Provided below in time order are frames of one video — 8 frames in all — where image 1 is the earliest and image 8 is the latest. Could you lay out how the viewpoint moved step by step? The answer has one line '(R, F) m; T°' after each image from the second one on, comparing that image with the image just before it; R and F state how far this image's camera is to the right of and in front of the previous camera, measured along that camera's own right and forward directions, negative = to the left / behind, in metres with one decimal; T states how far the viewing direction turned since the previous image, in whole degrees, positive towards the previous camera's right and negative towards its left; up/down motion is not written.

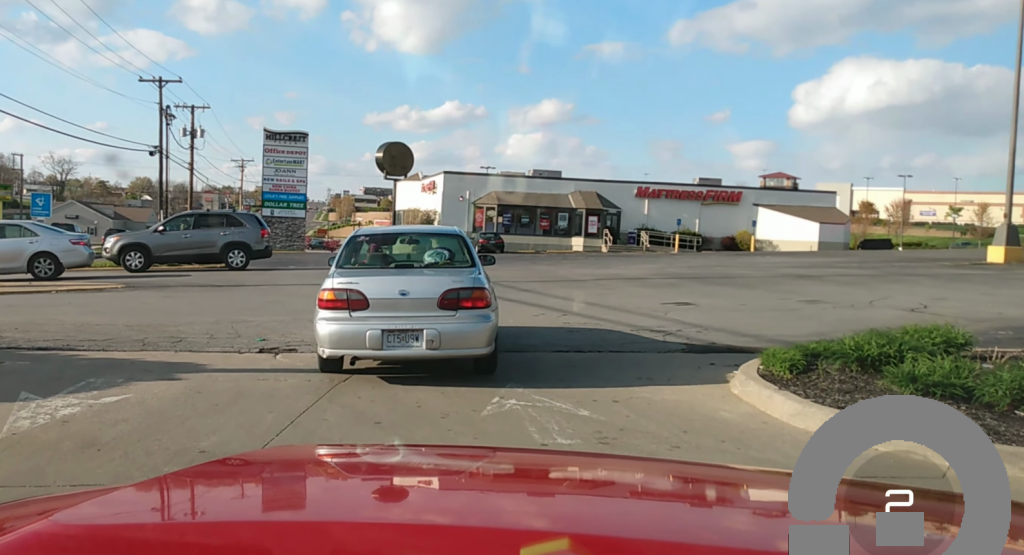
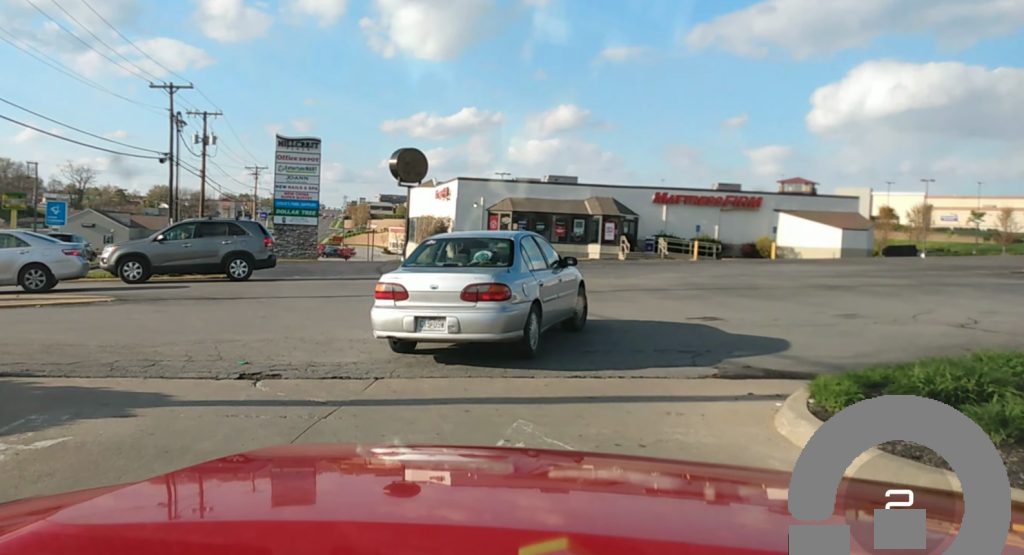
(-0.2, +1.7) m; -7°
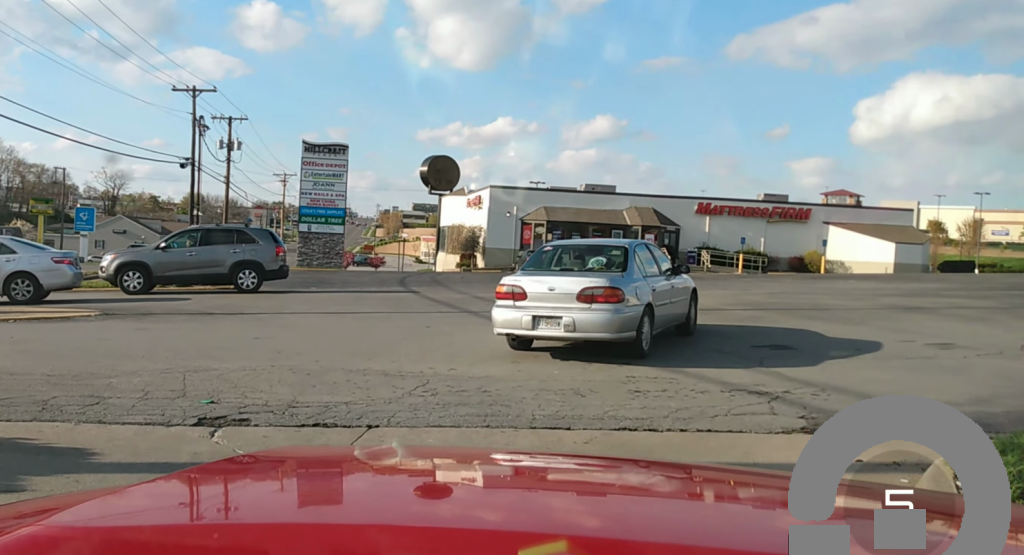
(0.0, +1.7) m; -3°
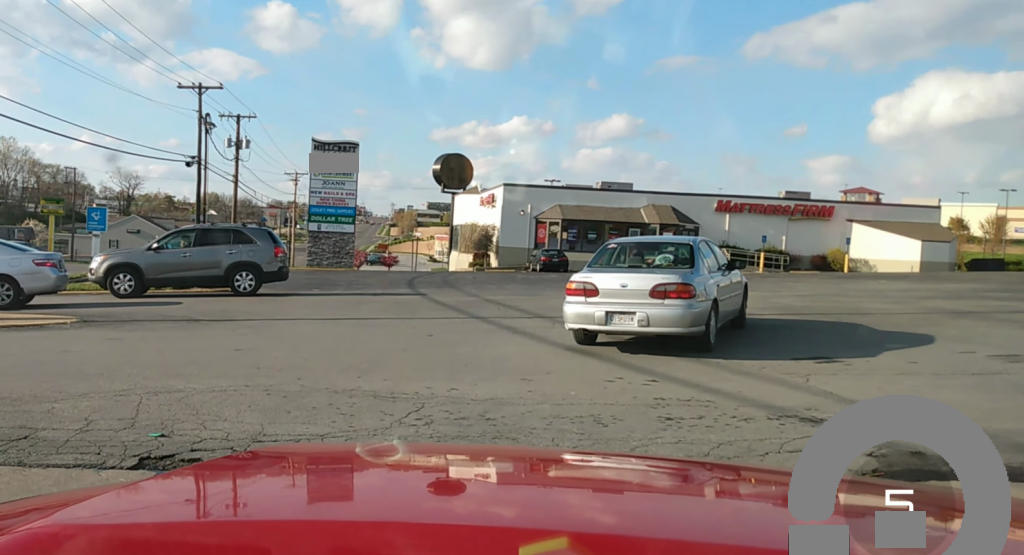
(-0.1, +1.2) m; -2°
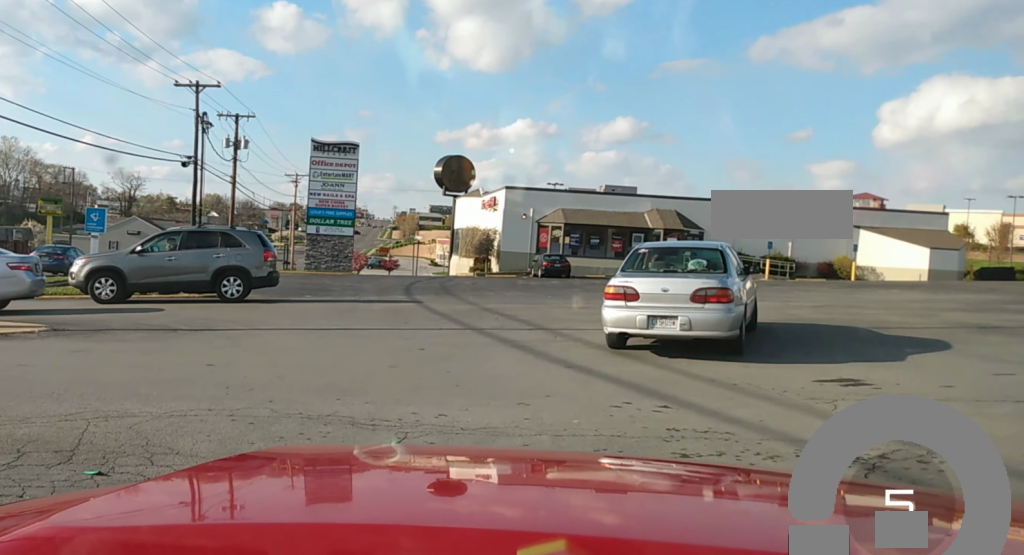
(0.0, +0.9) m; -1°
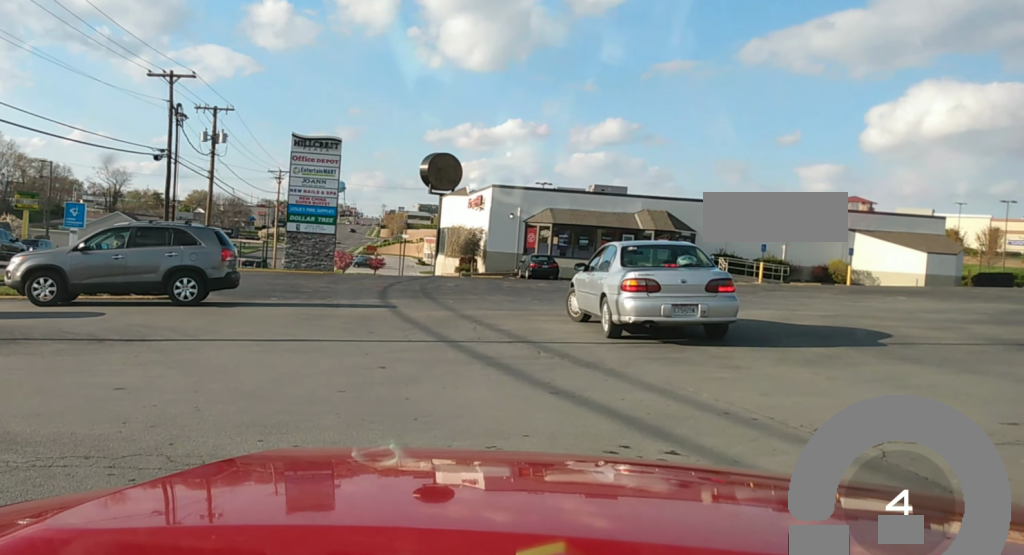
(0.0, +2.1) m; +1°
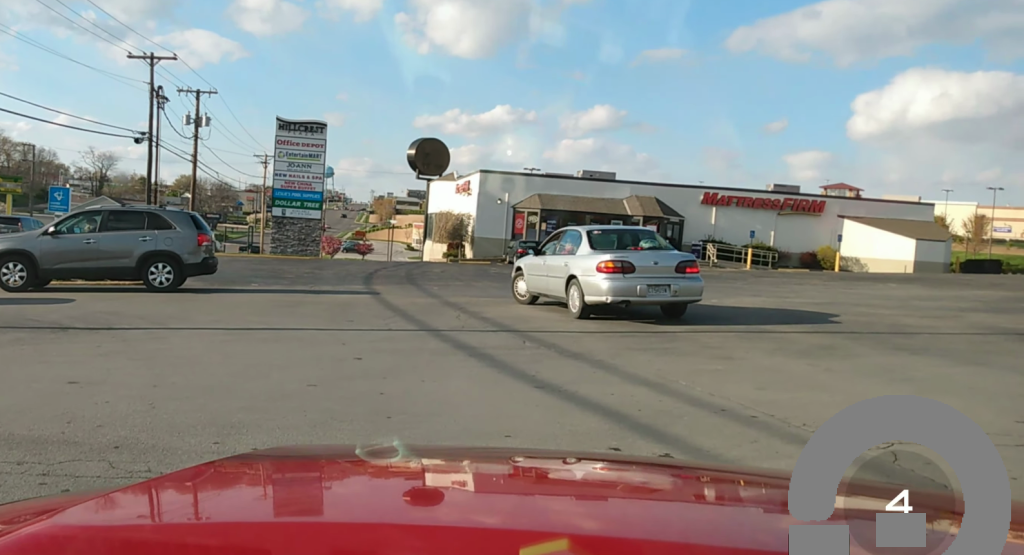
(0.0, +0.8) m; +1°
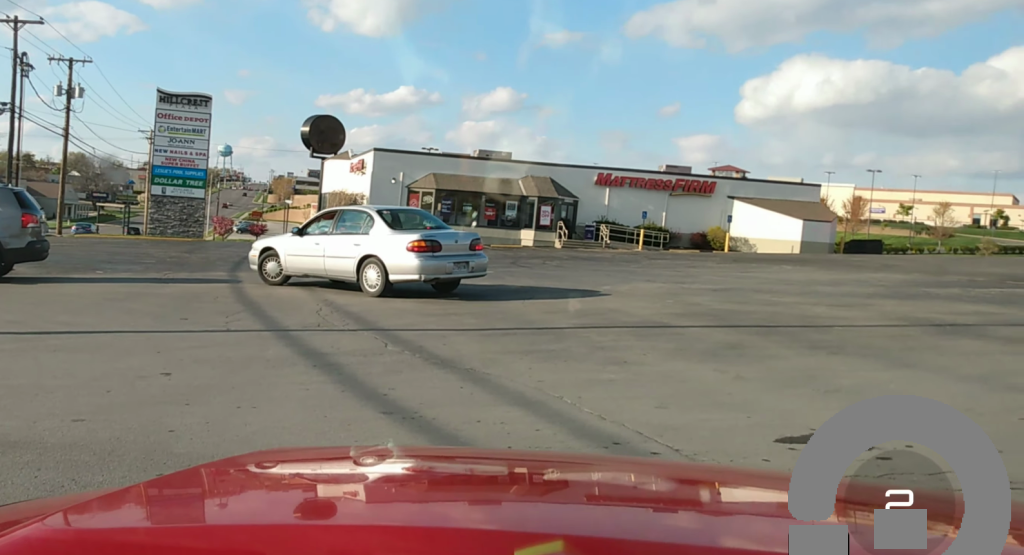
(0.0, +2.8) m; +6°
